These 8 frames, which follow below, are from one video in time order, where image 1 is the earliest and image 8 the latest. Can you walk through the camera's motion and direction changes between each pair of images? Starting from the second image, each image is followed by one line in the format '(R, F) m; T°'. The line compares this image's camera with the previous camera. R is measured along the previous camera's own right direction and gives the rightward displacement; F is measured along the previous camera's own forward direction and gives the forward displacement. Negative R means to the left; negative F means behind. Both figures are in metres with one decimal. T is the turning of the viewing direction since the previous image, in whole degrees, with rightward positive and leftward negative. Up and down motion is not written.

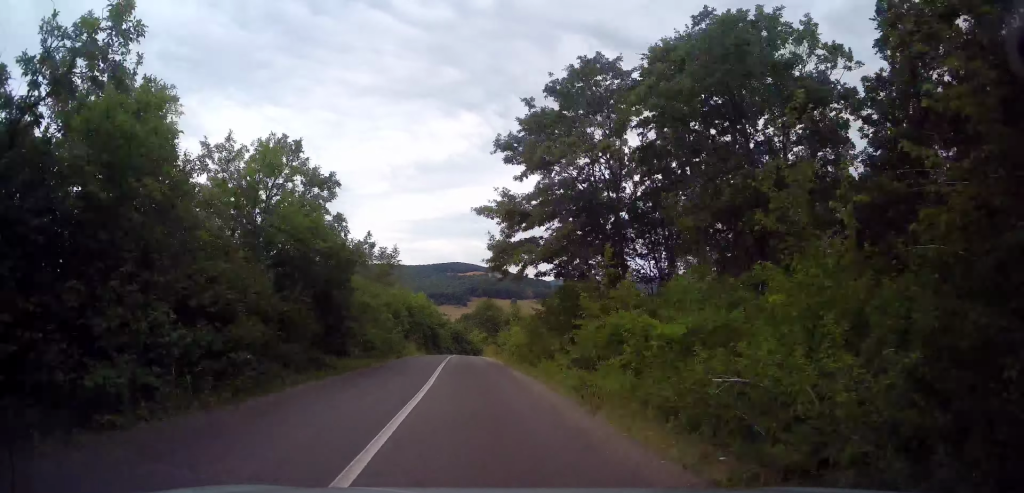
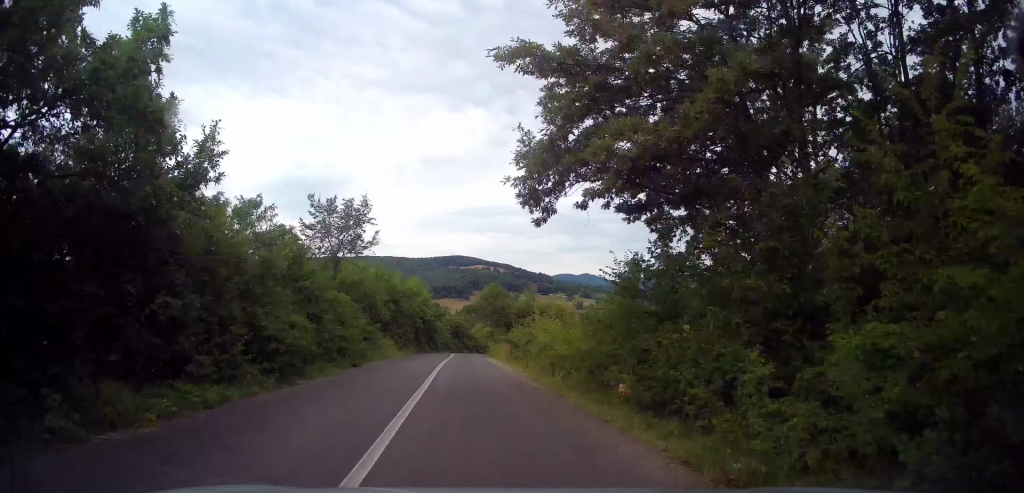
(0.0, +12.3) m; 0°
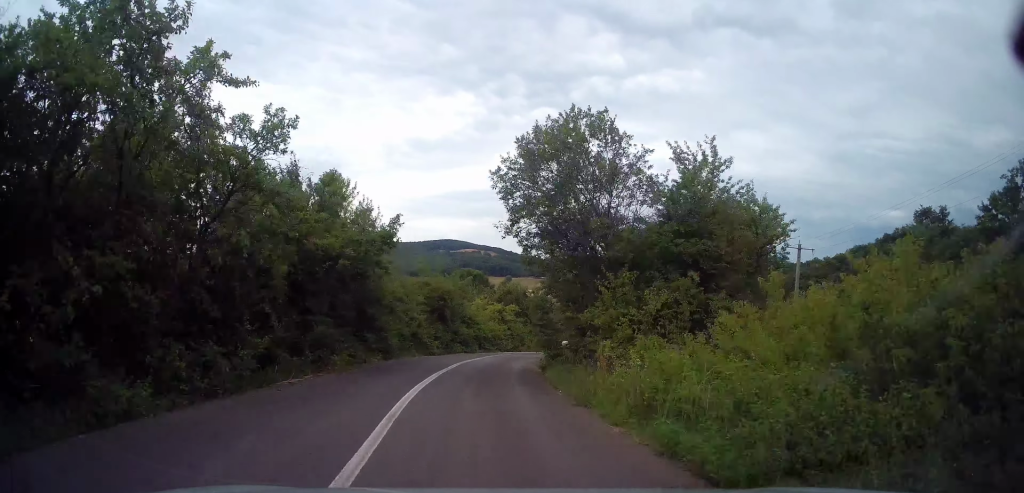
(0.0, +36.9) m; +2°
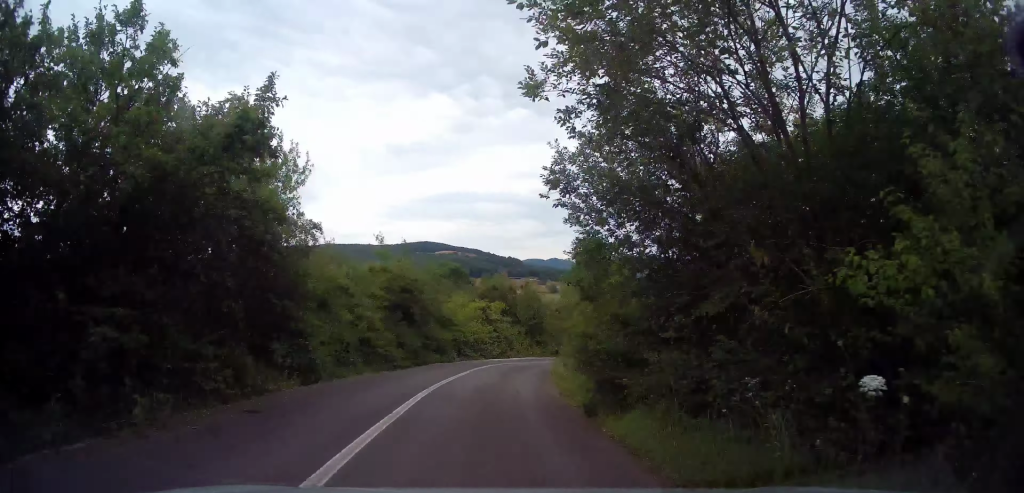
(+0.2, +9.3) m; +3°
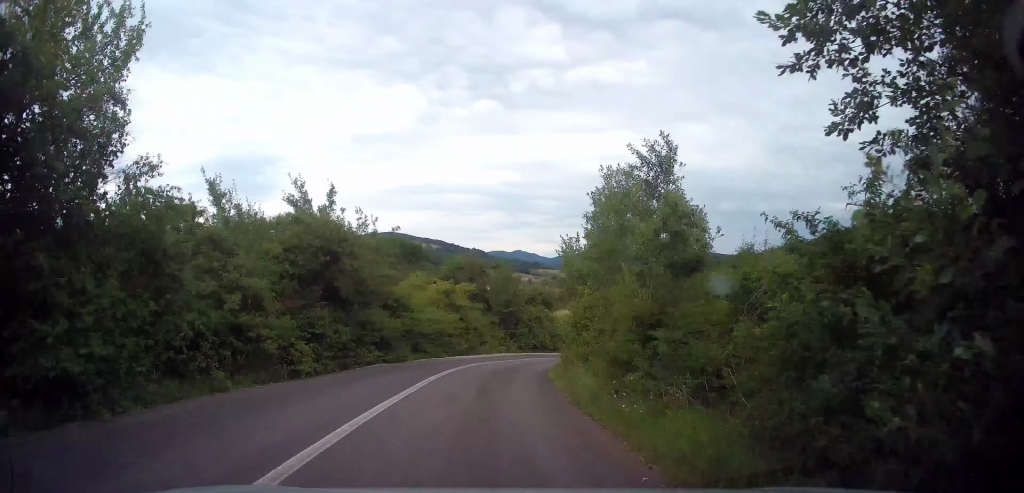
(+0.2, +8.4) m; +4°
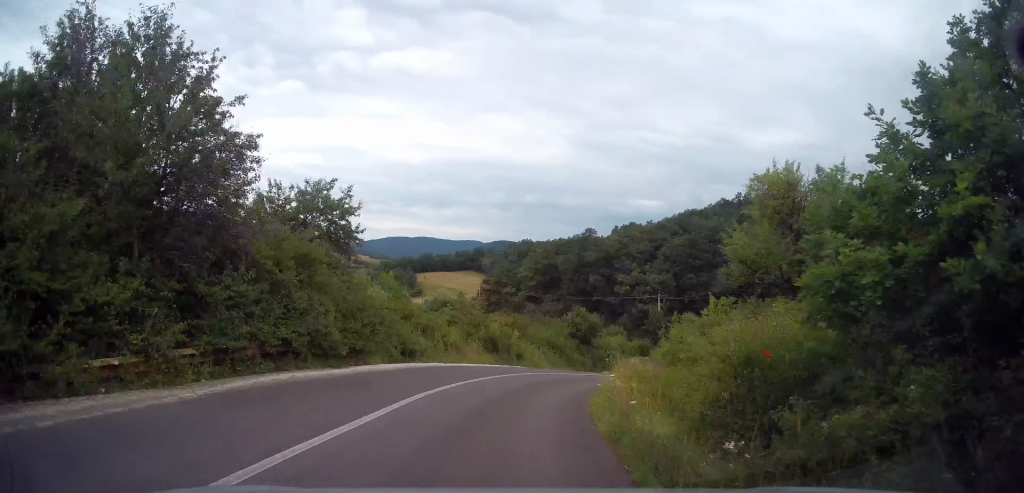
(+5.0, +29.2) m; +23°
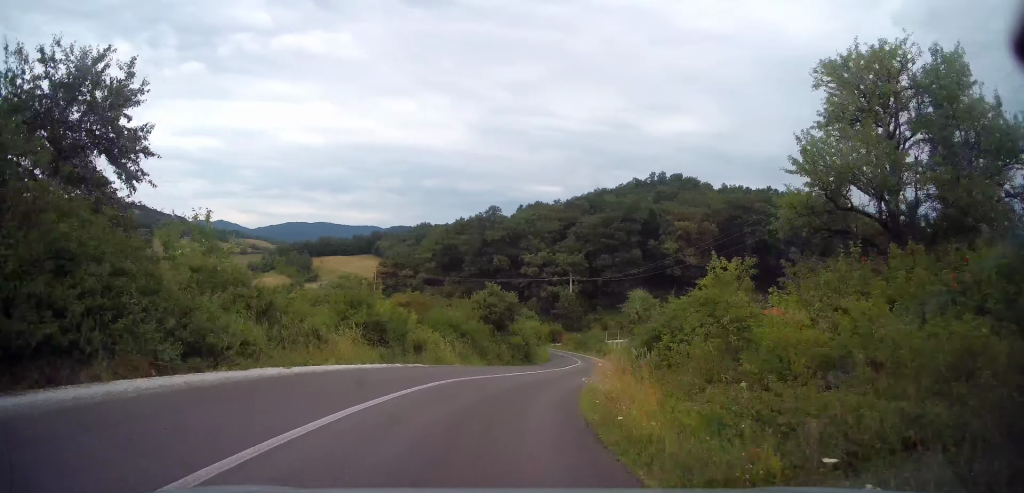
(+0.6, +9.6) m; +8°
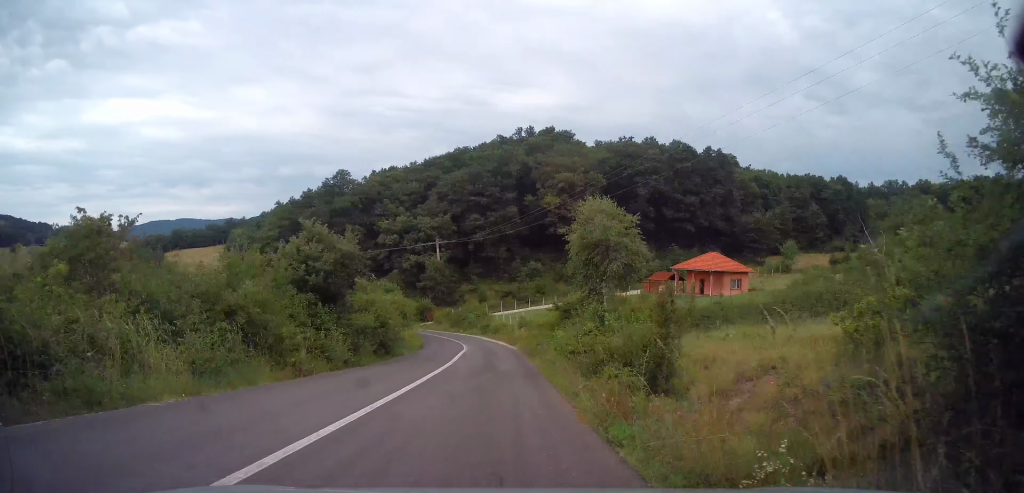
(+2.0, +16.5) m; +11°
